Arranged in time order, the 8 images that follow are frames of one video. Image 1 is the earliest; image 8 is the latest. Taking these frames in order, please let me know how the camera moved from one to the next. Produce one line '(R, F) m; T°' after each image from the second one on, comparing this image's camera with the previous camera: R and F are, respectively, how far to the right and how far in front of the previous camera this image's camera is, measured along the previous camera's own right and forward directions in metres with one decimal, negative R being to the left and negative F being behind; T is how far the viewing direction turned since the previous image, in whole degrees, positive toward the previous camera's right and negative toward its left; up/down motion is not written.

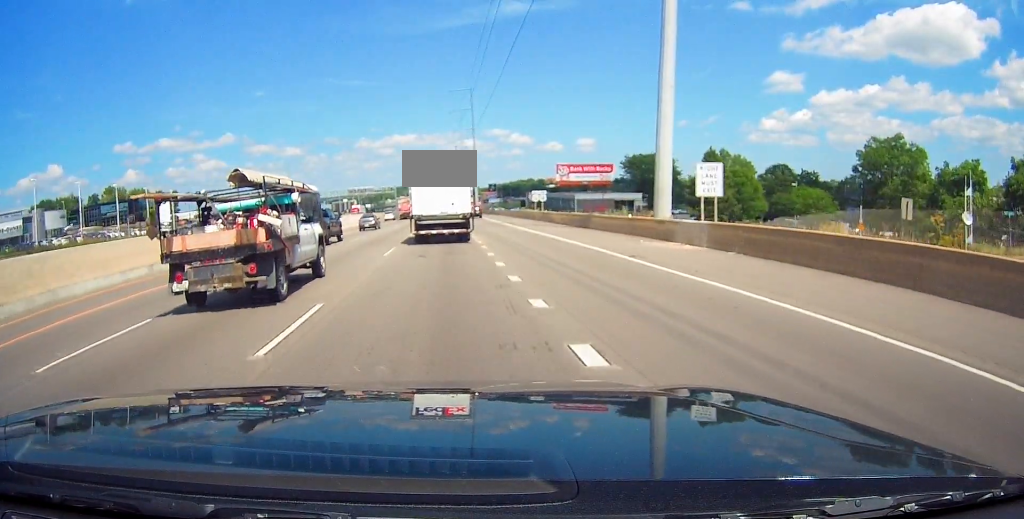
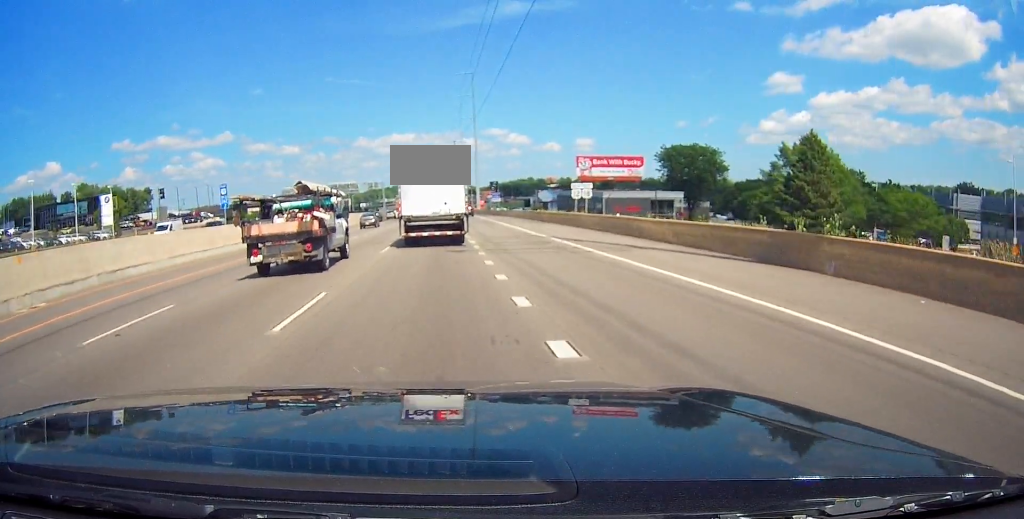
(-0.1, +28.6) m; +1°
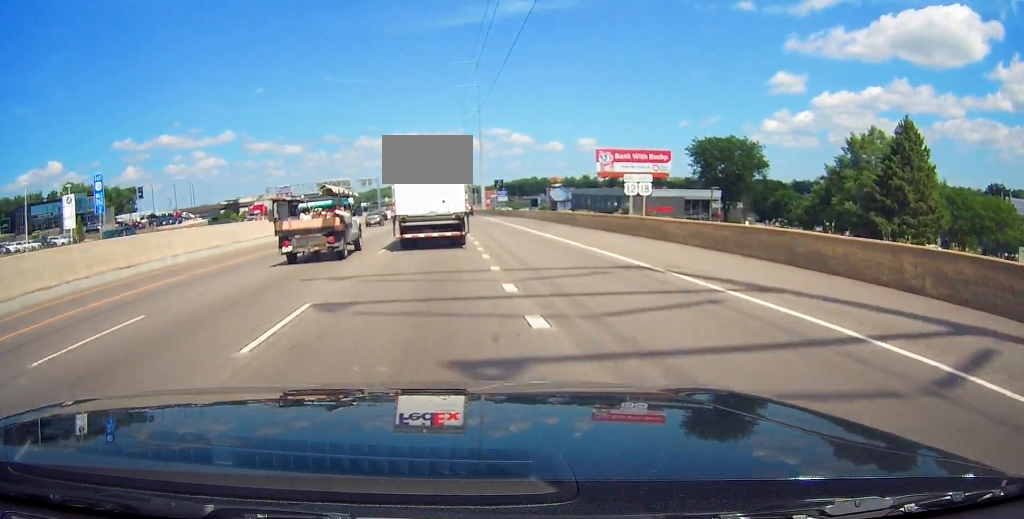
(+0.2, +16.0) m; -1°
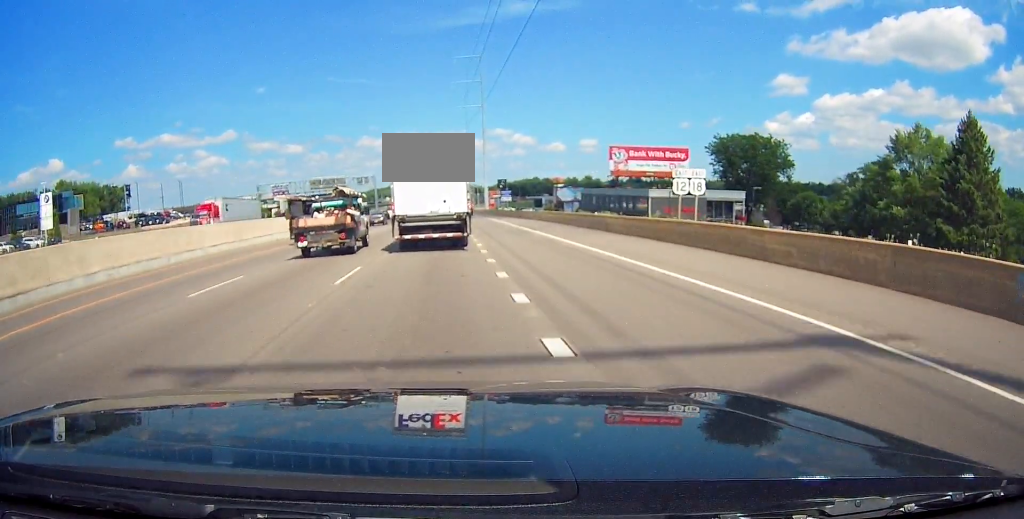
(-0.2, +8.4) m; 0°
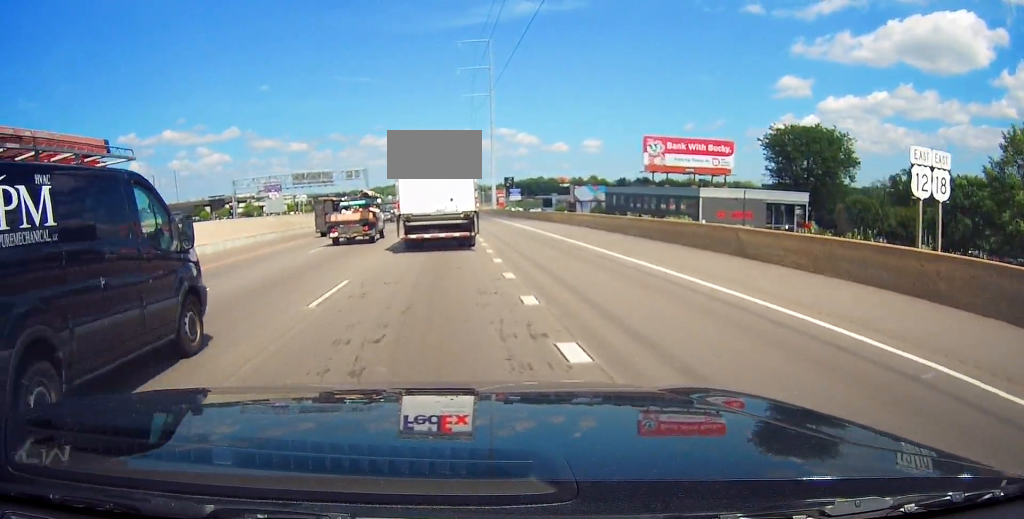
(-0.1, +18.2) m; +1°
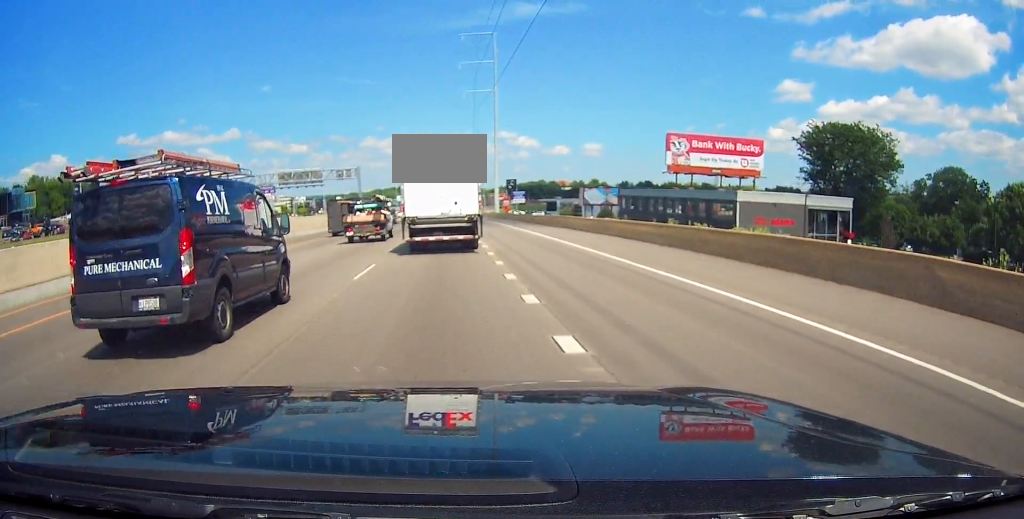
(+0.3, +10.5) m; 0°
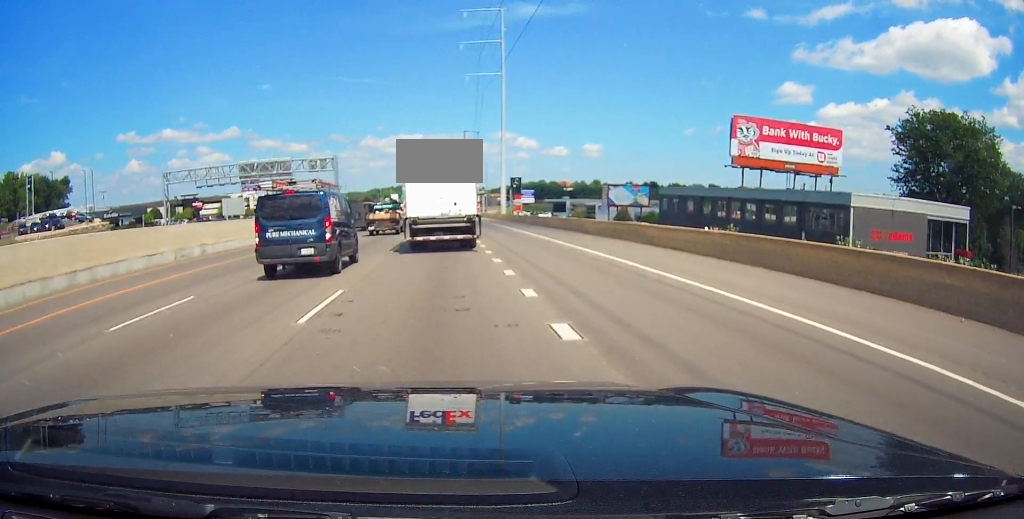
(-0.6, +21.0) m; -1°
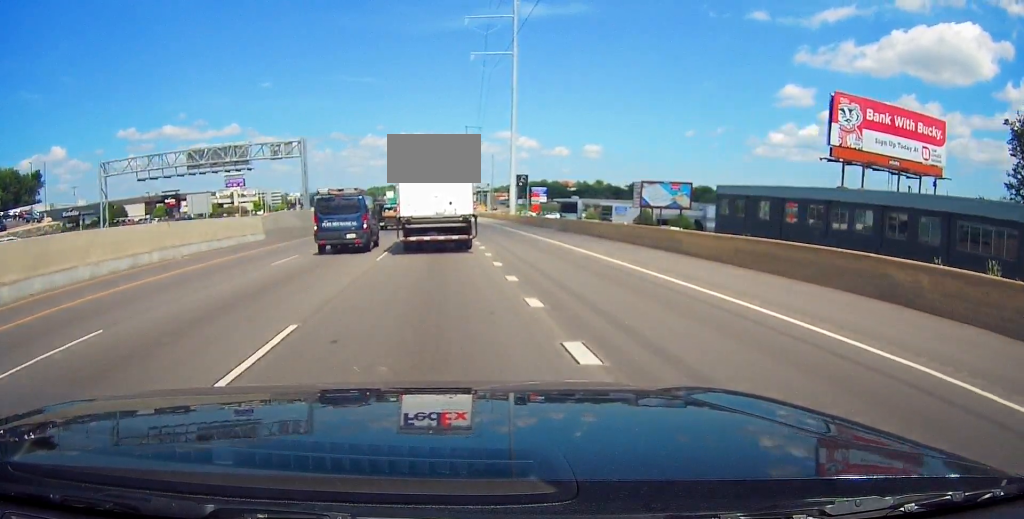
(+0.2, +18.8) m; 0°
